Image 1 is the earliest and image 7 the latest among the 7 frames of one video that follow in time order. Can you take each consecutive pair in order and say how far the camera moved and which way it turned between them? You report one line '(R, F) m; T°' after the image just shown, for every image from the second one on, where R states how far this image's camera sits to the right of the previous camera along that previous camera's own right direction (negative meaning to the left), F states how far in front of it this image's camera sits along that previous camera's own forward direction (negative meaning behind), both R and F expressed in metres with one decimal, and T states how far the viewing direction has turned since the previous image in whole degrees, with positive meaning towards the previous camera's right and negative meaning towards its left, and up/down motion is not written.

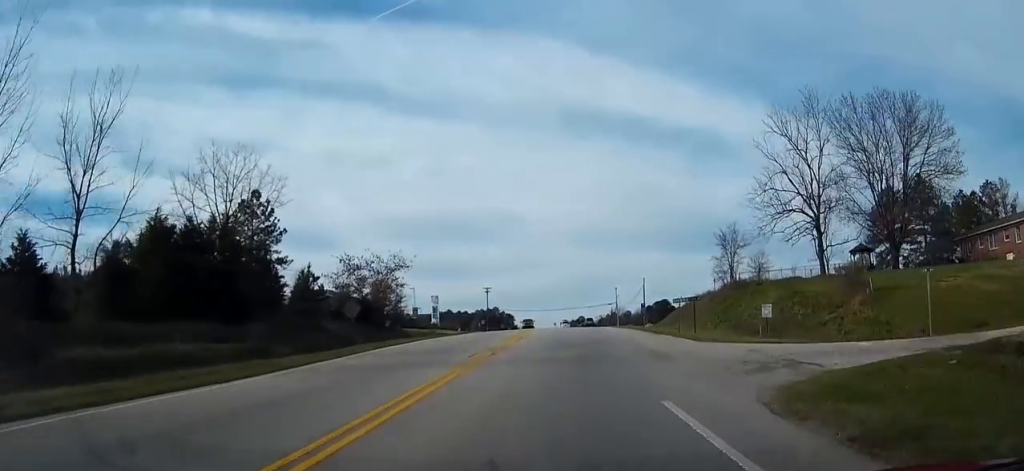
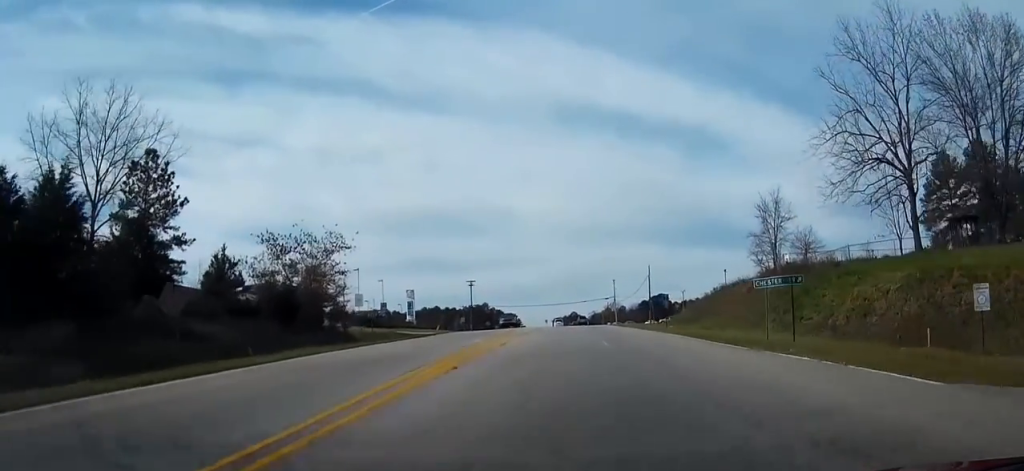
(+0.1, +20.6) m; 0°
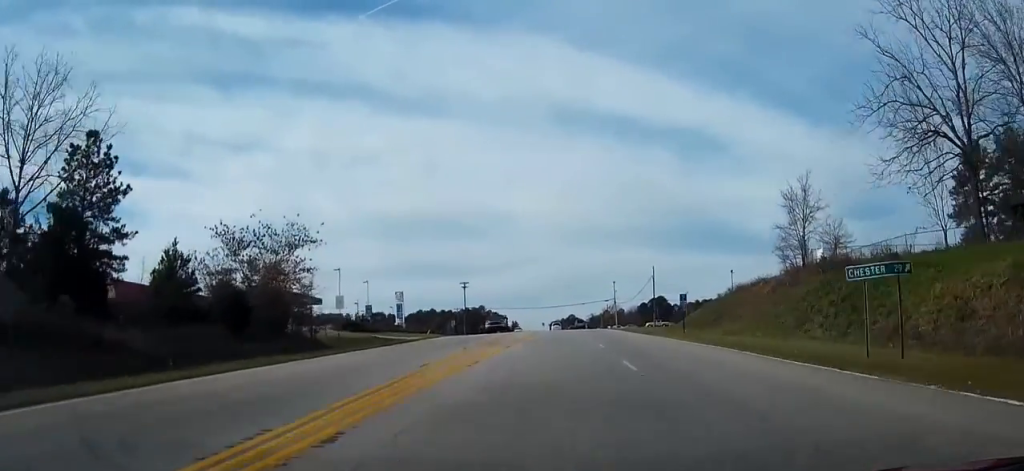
(0.0, +8.7) m; 0°
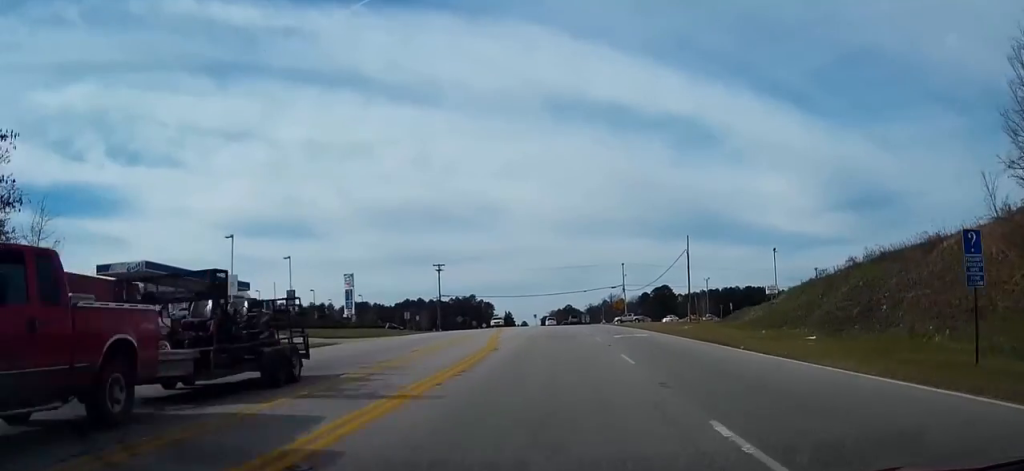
(+0.5, +34.1) m; +1°
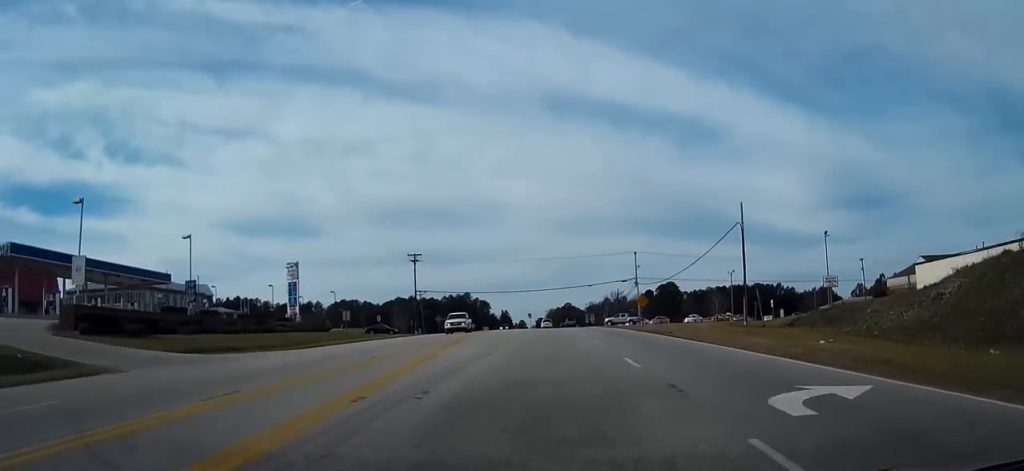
(-0.1, +25.0) m; 0°
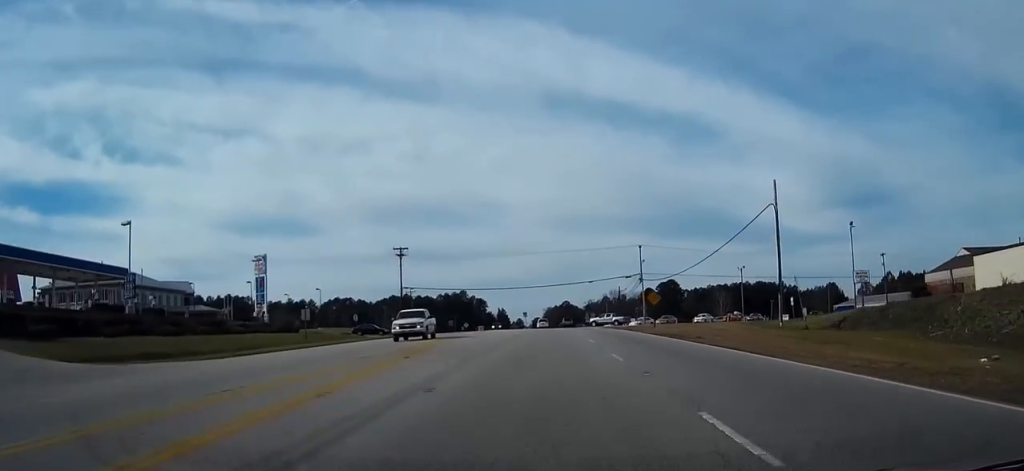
(+0.1, +9.9) m; 0°
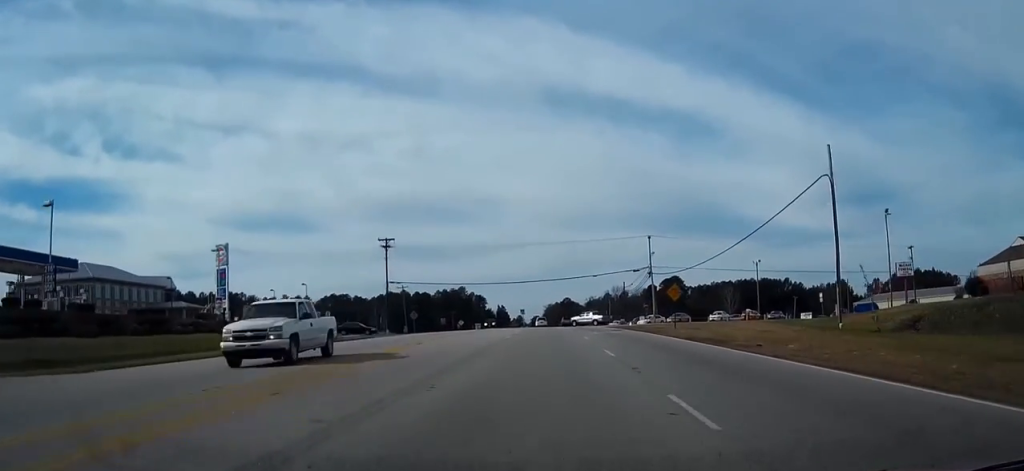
(0.0, +10.4) m; 0°
